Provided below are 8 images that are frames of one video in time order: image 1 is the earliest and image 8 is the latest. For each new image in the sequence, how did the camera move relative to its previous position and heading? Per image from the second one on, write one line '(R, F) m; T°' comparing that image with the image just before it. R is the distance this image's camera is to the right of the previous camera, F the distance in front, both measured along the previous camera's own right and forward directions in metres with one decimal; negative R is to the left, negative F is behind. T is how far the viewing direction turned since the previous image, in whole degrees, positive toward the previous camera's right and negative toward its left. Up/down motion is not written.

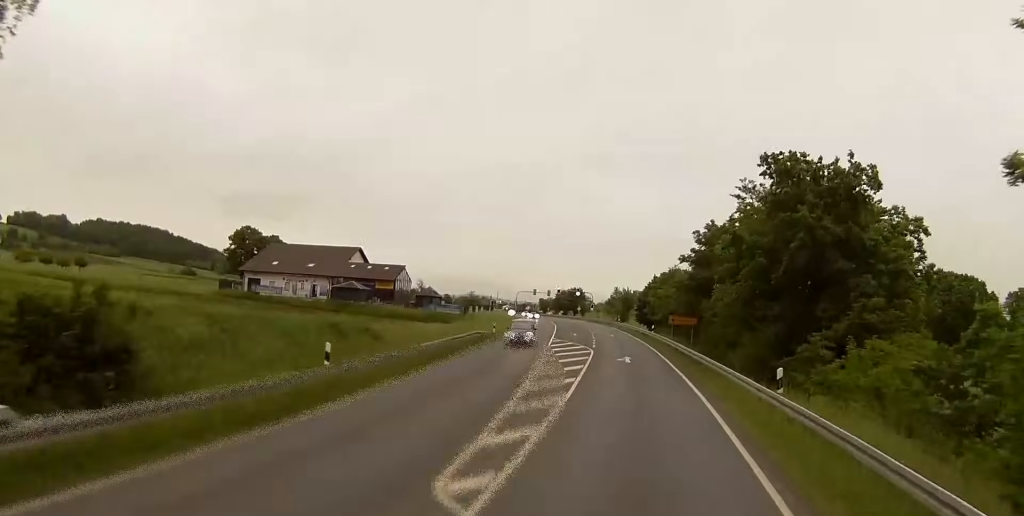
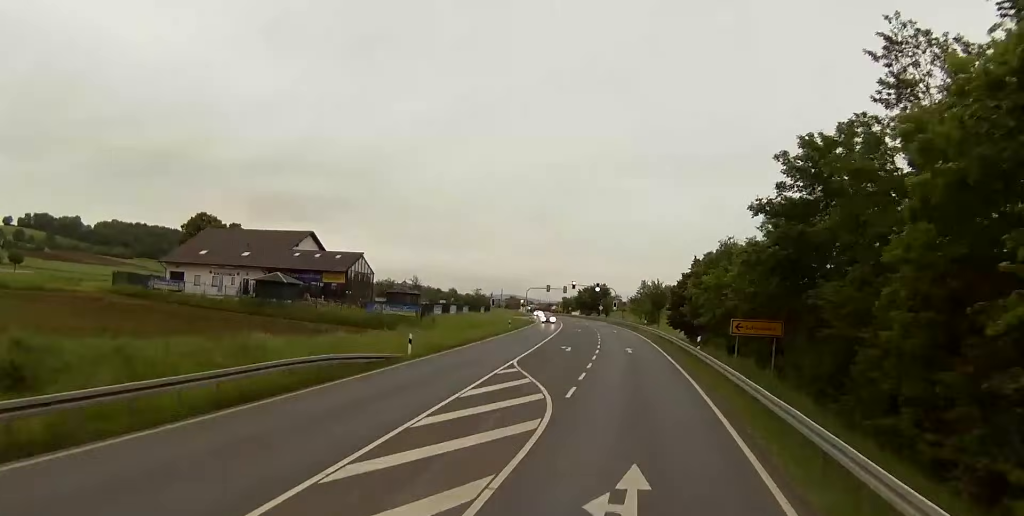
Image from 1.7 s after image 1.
(-1.1, +31.9) m; -3°
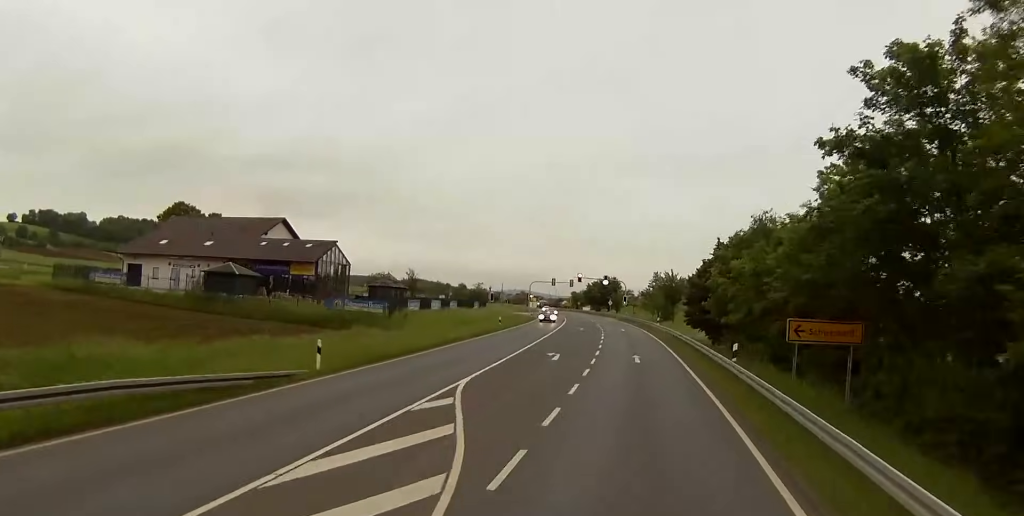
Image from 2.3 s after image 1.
(0.0, +12.2) m; -1°
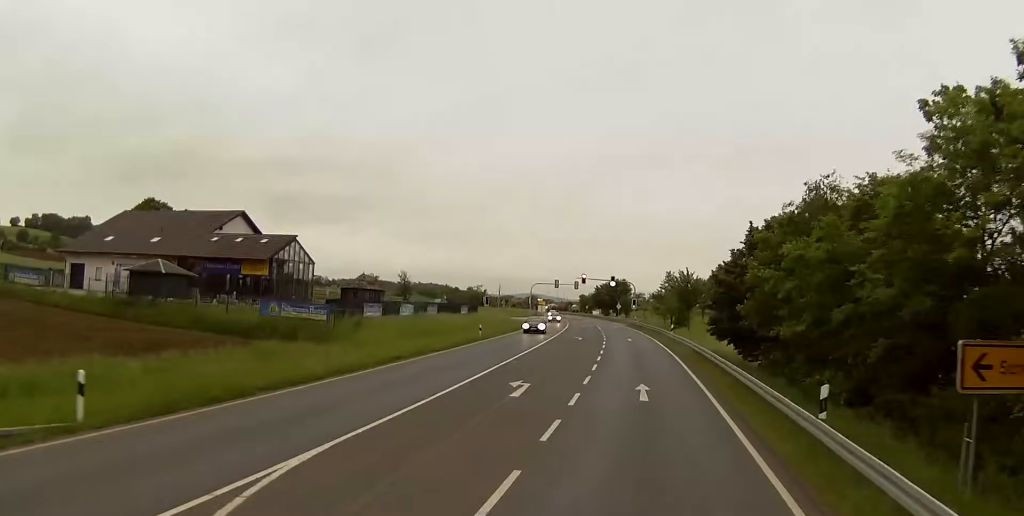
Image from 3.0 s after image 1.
(-0.3, +12.9) m; -1°
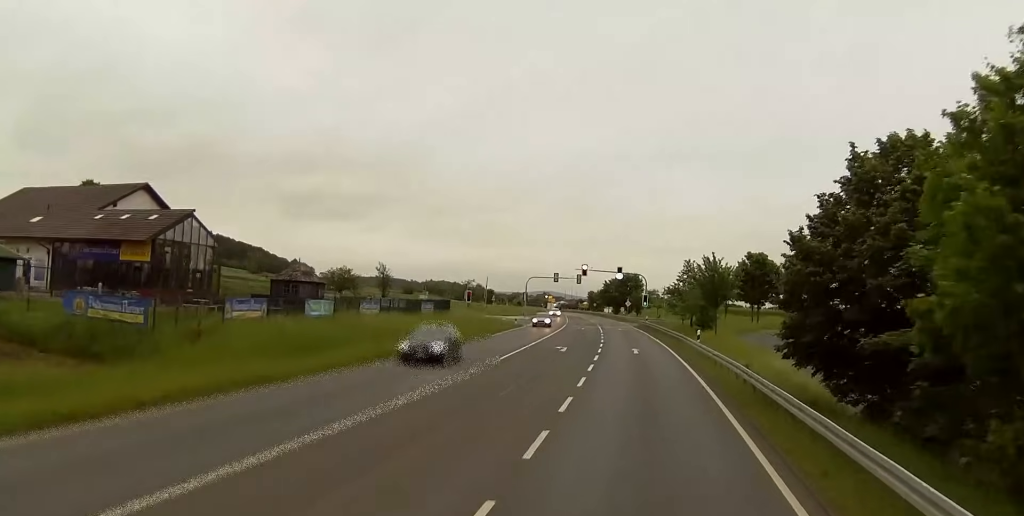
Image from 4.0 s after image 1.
(-0.1, +20.1) m; 0°
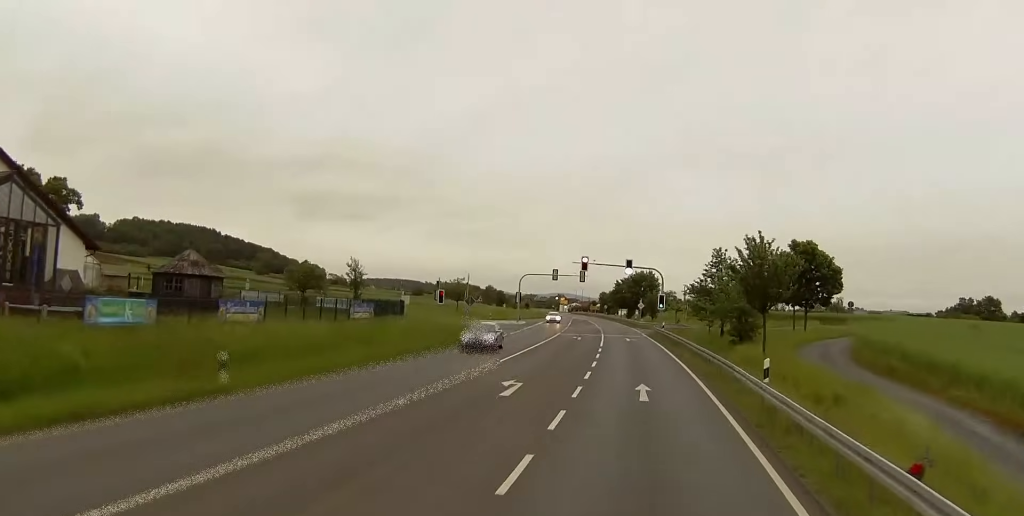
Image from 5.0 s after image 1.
(0.0, +20.3) m; 0°
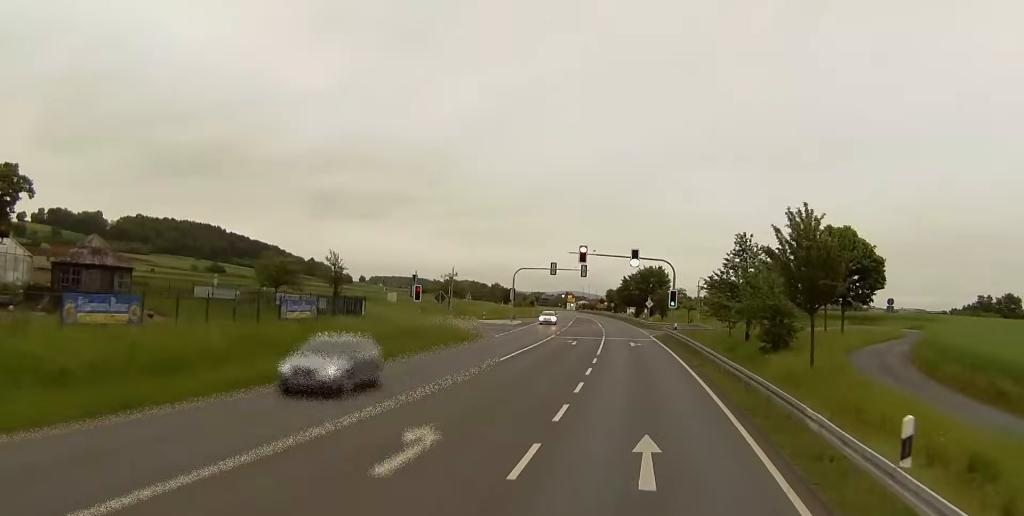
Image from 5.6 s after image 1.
(0.0, +11.2) m; 0°
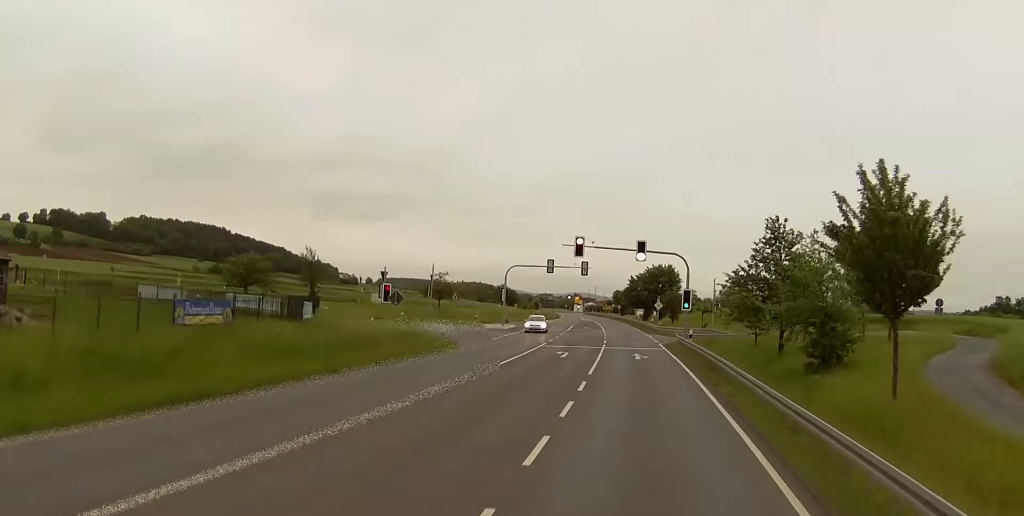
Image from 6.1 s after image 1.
(0.0, +10.5) m; 0°
